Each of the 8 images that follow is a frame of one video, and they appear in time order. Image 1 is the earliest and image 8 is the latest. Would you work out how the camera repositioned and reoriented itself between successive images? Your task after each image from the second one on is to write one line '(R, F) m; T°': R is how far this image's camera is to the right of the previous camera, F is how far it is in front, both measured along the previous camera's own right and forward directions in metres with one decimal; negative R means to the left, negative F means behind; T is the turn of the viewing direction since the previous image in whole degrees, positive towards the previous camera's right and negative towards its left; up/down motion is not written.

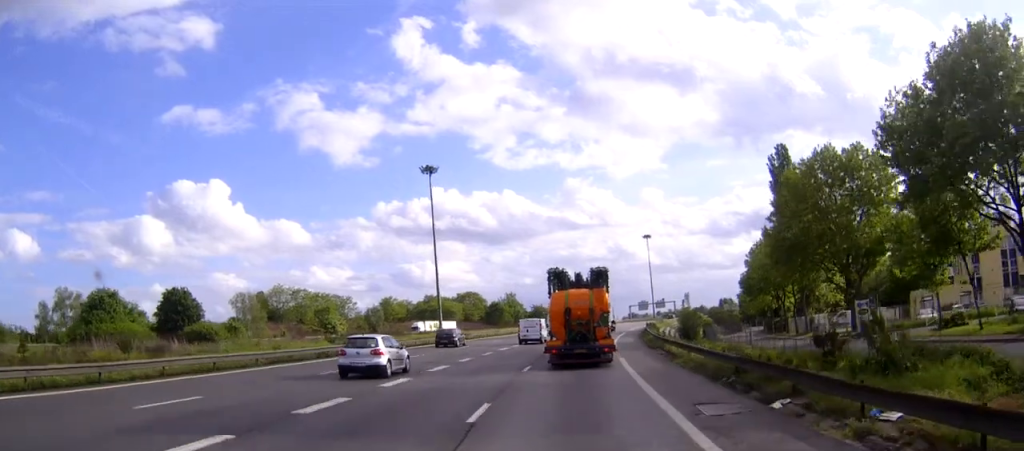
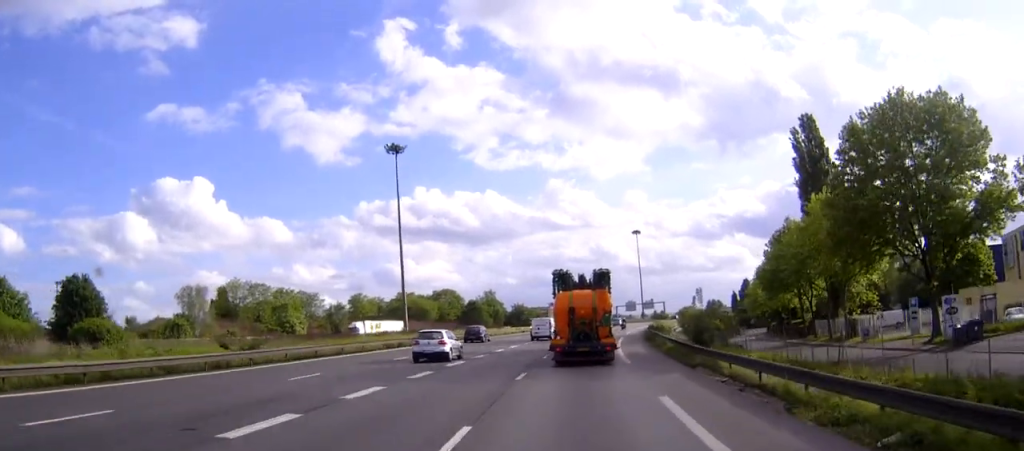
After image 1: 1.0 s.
(+0.2, +16.7) m; +1°
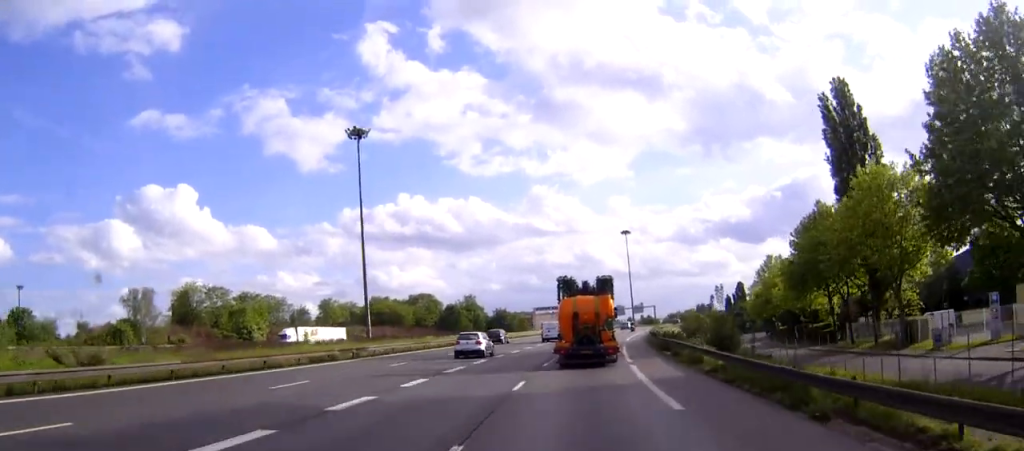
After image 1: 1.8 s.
(+0.1, +14.6) m; +1°
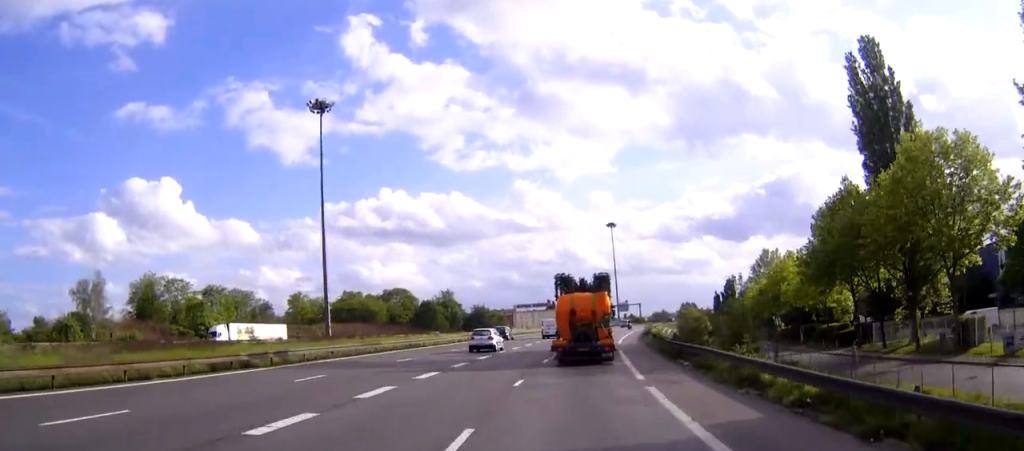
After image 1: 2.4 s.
(0.0, +10.6) m; +1°
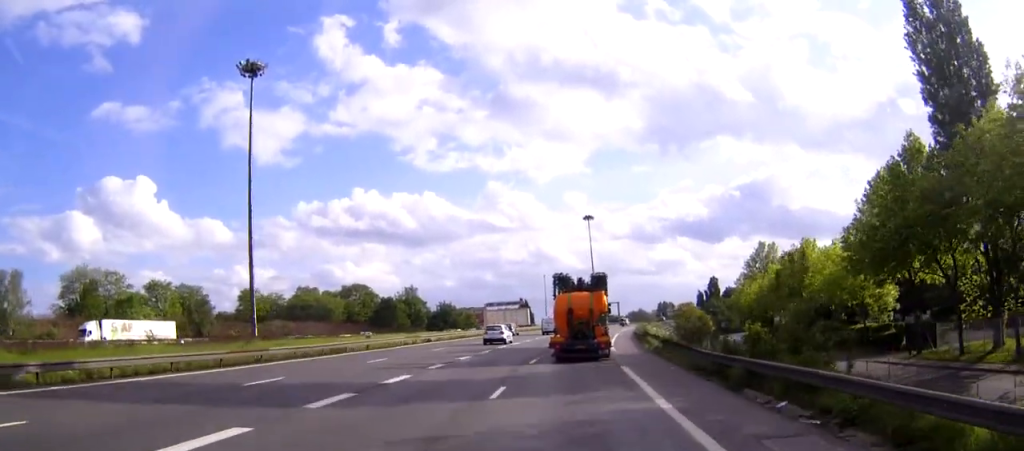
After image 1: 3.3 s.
(+0.2, +15.9) m; +2°
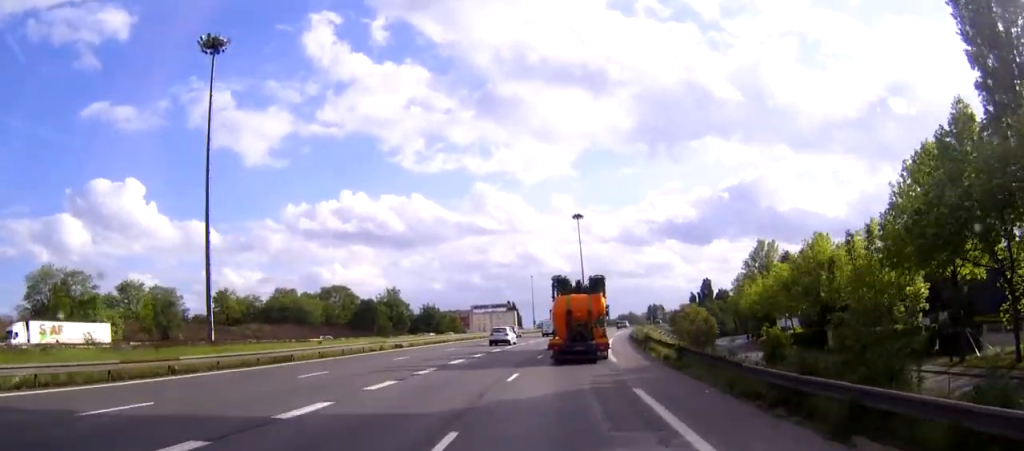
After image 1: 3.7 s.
(+0.1, +7.7) m; +1°
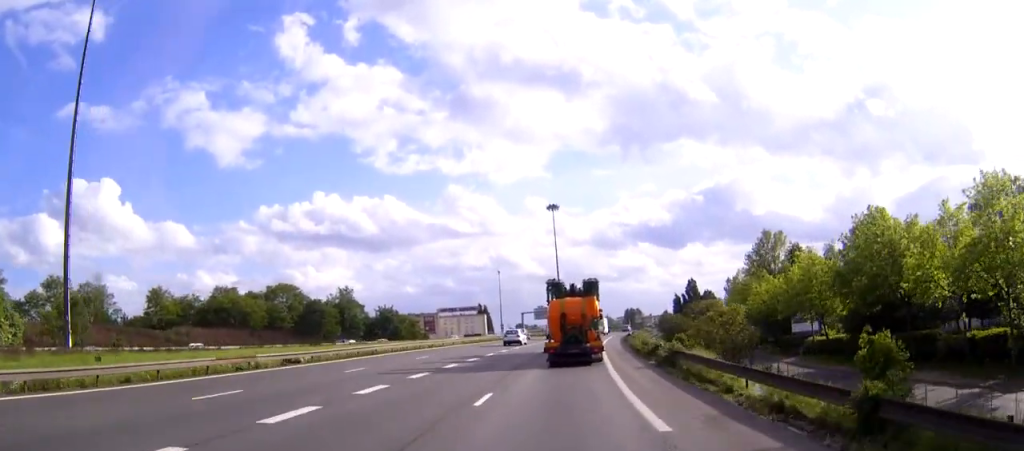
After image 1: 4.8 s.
(+0.4, +19.7) m; +2°
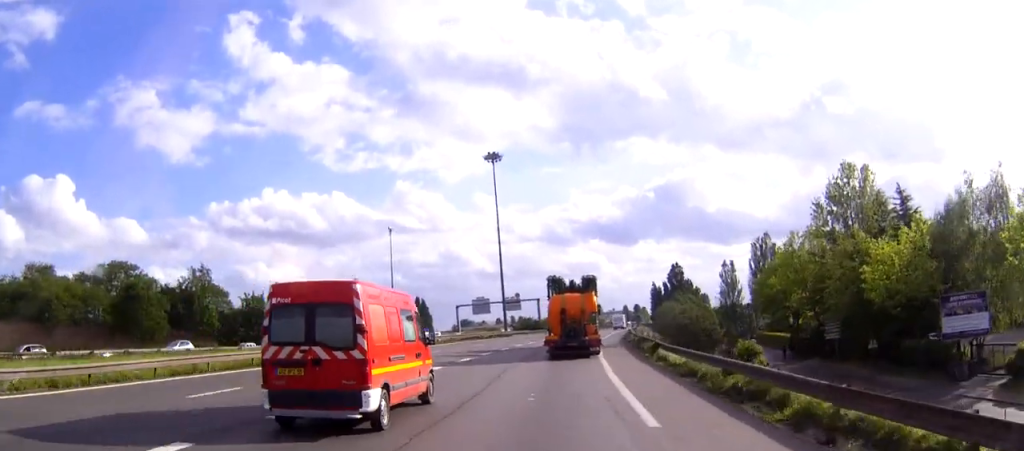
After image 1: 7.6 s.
(+2.3, +52.3) m; +4°
